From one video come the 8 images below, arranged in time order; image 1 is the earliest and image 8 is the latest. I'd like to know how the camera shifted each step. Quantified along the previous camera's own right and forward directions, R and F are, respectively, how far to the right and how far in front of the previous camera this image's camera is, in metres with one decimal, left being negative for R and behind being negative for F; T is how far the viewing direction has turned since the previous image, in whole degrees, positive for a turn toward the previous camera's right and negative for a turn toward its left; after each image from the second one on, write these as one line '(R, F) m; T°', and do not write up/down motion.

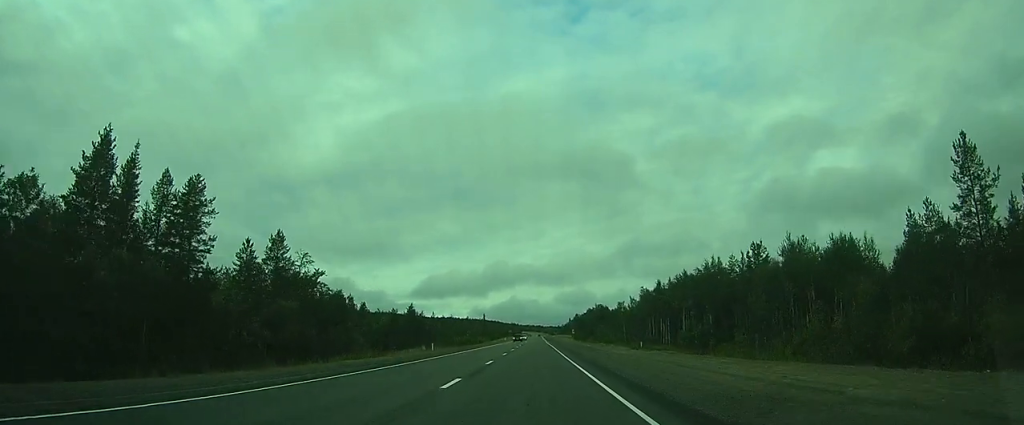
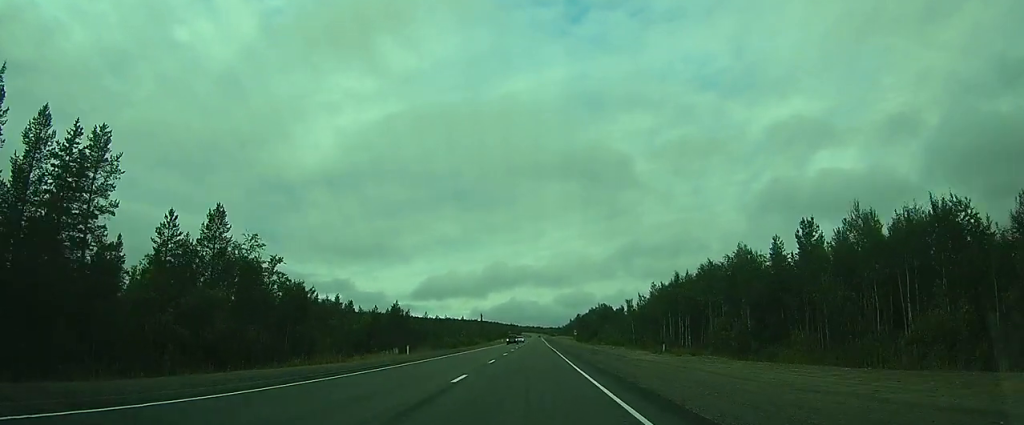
(0.0, +10.4) m; 0°
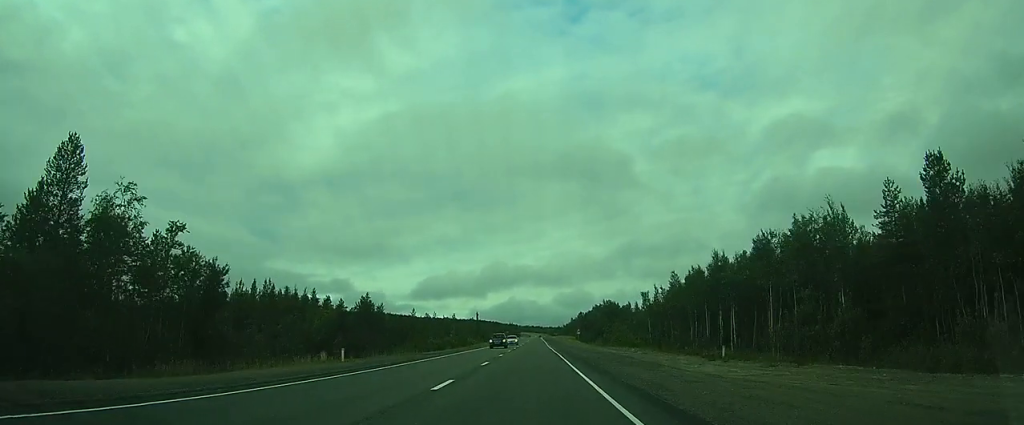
(0.0, +15.2) m; 0°
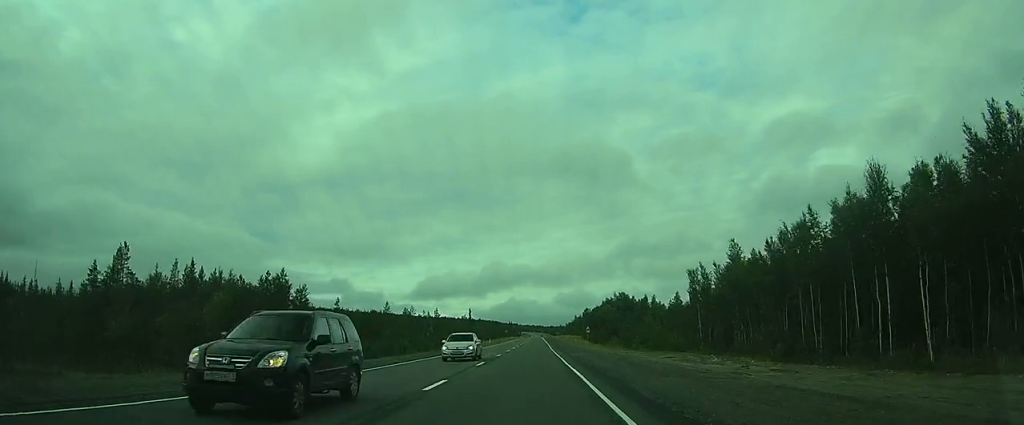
(-0.2, +25.5) m; -1°
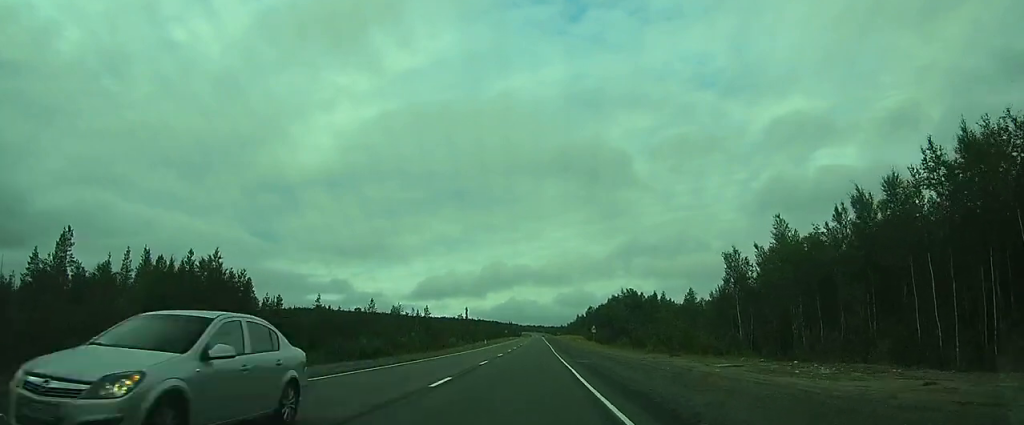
(-0.2, +11.2) m; 0°
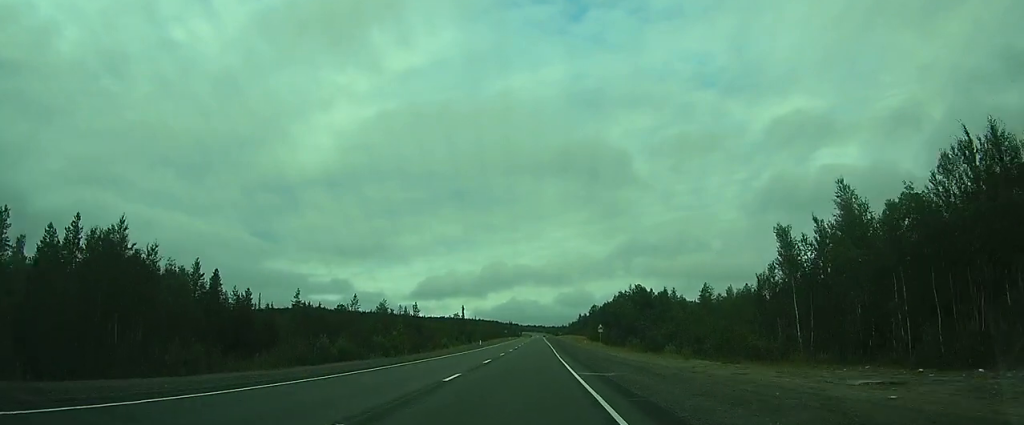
(+0.1, +10.3) m; +1°
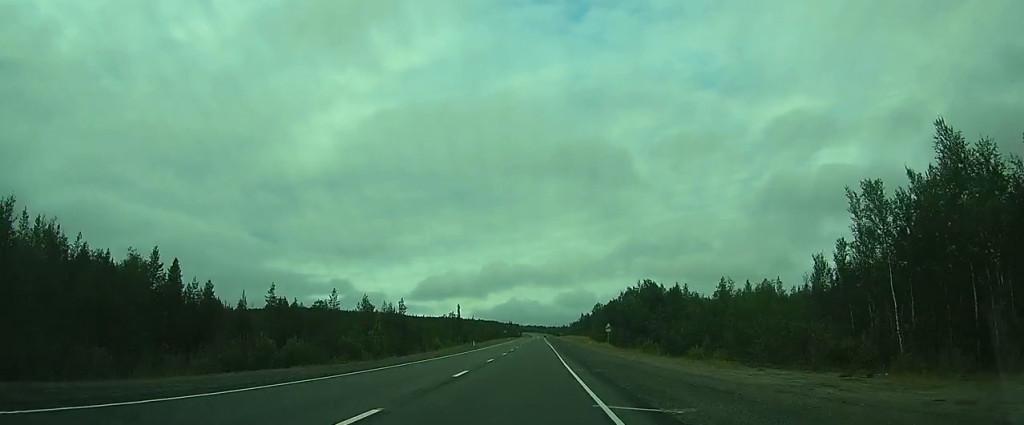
(0.0, +10.3) m; +1°
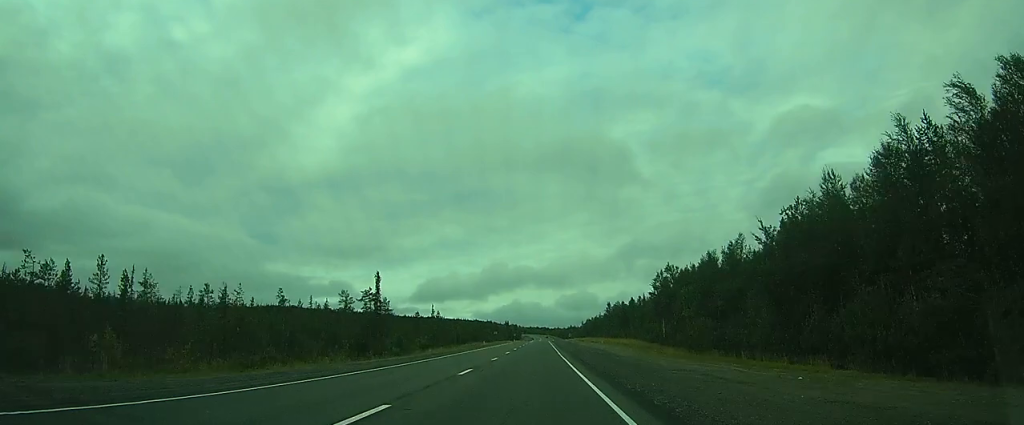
(+0.8, +86.3) m; 0°
